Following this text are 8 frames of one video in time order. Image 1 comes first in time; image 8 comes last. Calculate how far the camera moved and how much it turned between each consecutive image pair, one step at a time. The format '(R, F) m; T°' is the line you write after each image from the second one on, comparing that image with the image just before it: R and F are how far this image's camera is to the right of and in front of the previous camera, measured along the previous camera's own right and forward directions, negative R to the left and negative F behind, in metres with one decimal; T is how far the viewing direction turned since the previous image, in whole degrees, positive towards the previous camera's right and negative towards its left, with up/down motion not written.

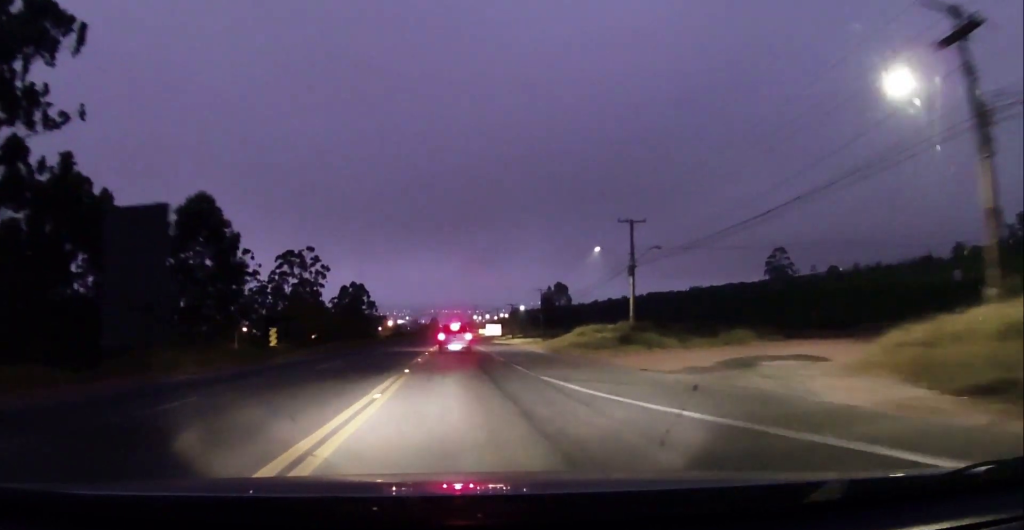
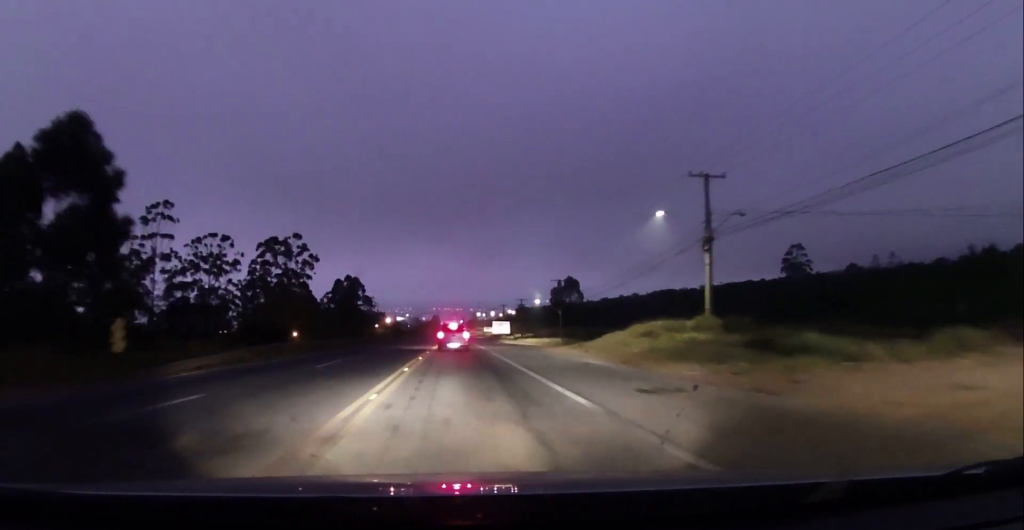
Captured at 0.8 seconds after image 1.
(+0.2, +16.6) m; +1°
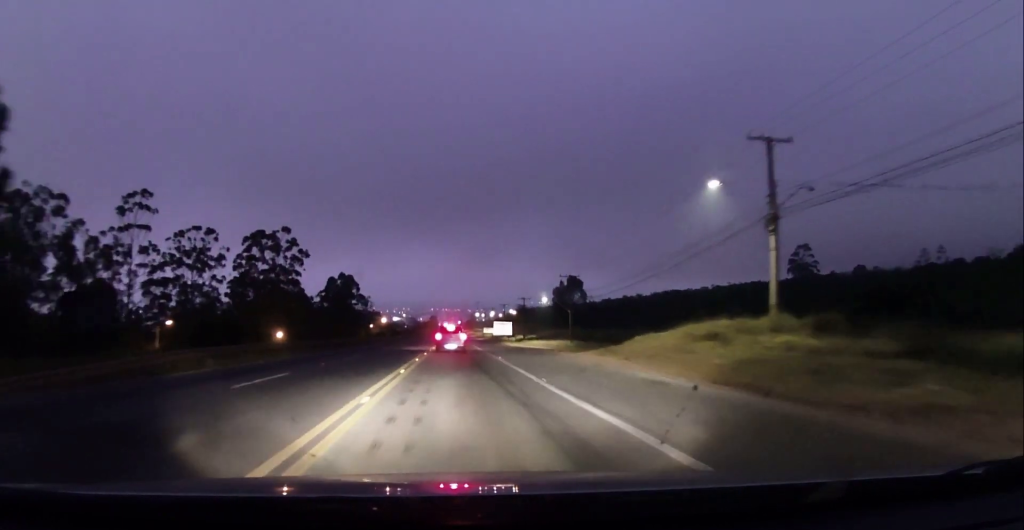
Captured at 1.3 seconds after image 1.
(0.0, +8.7) m; 0°
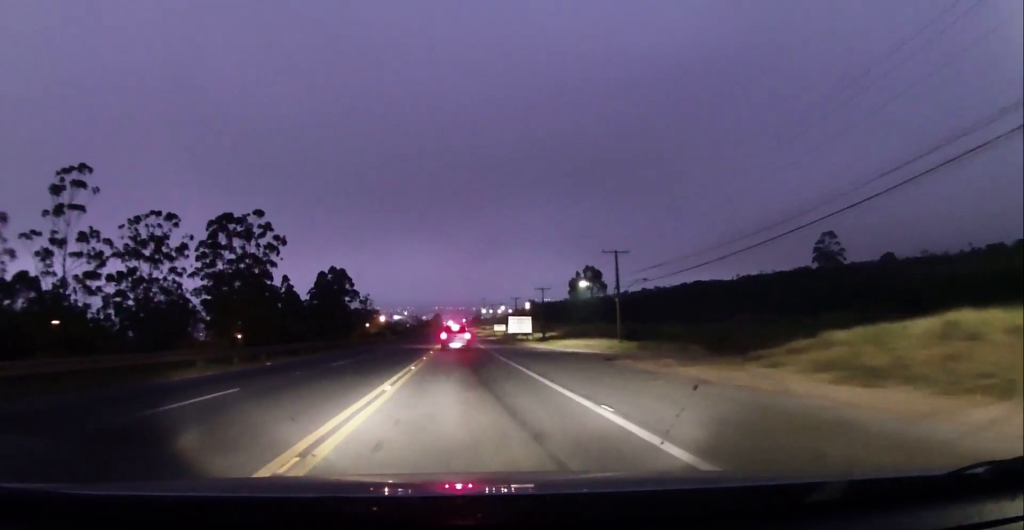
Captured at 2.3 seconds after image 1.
(-0.2, +21.5) m; -1°
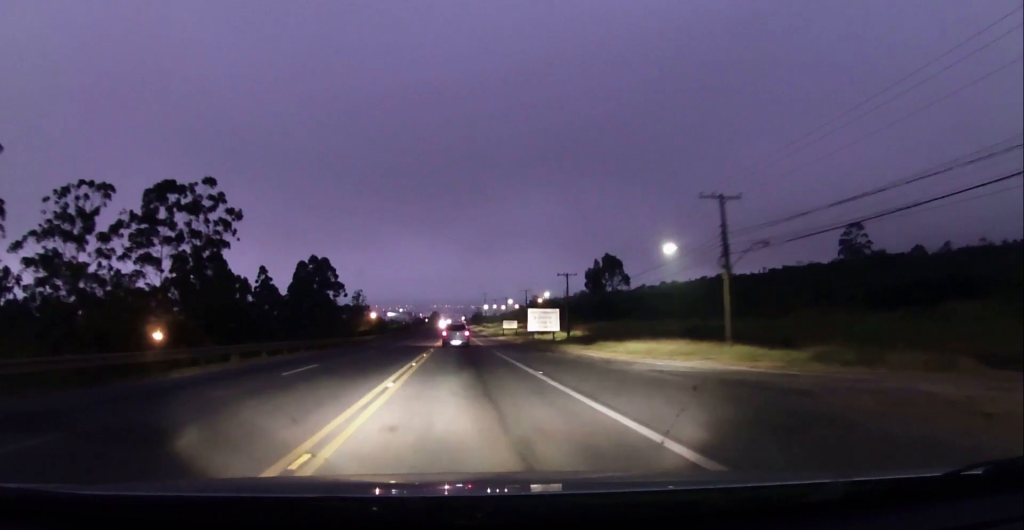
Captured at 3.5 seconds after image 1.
(-0.1, +23.8) m; 0°
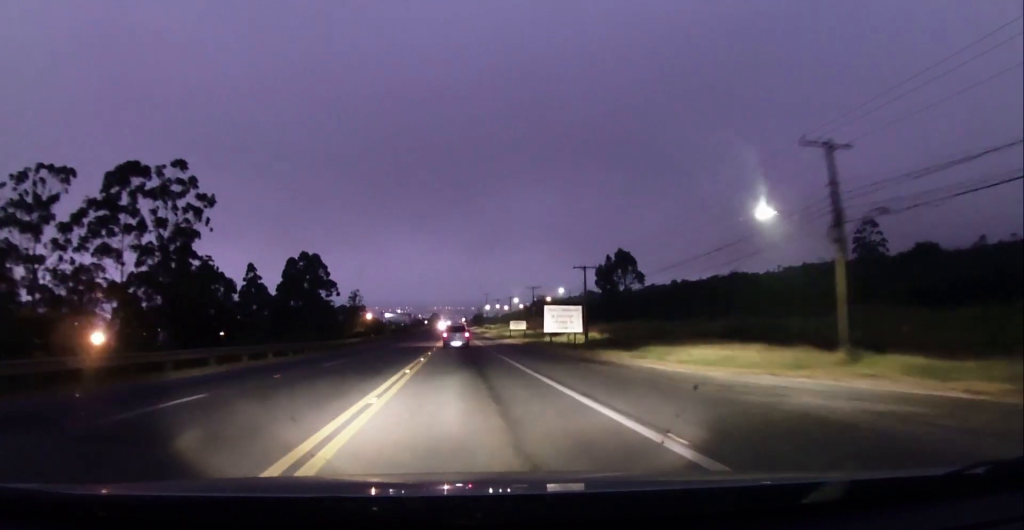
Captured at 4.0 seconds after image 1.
(0.0, +11.0) m; 0°
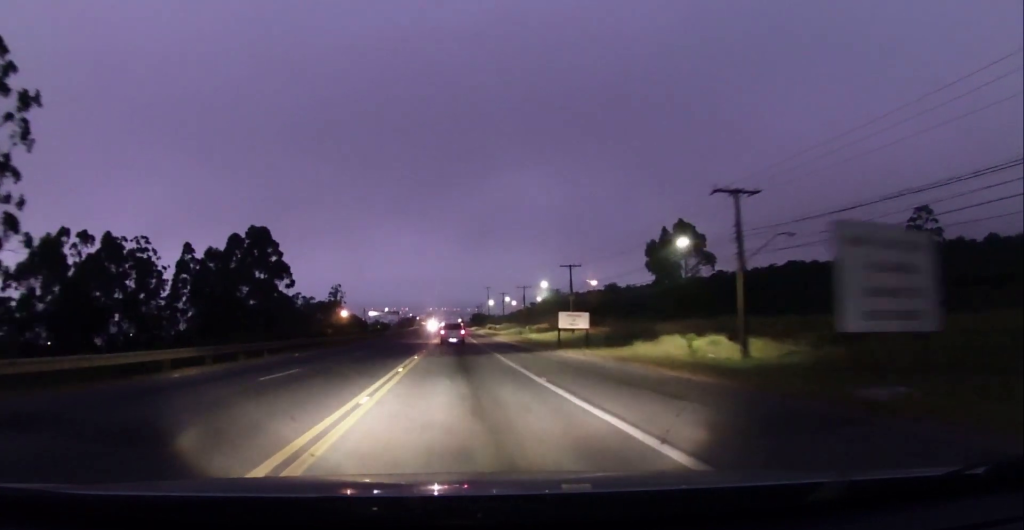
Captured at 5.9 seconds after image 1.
(+0.6, +39.8) m; +1°
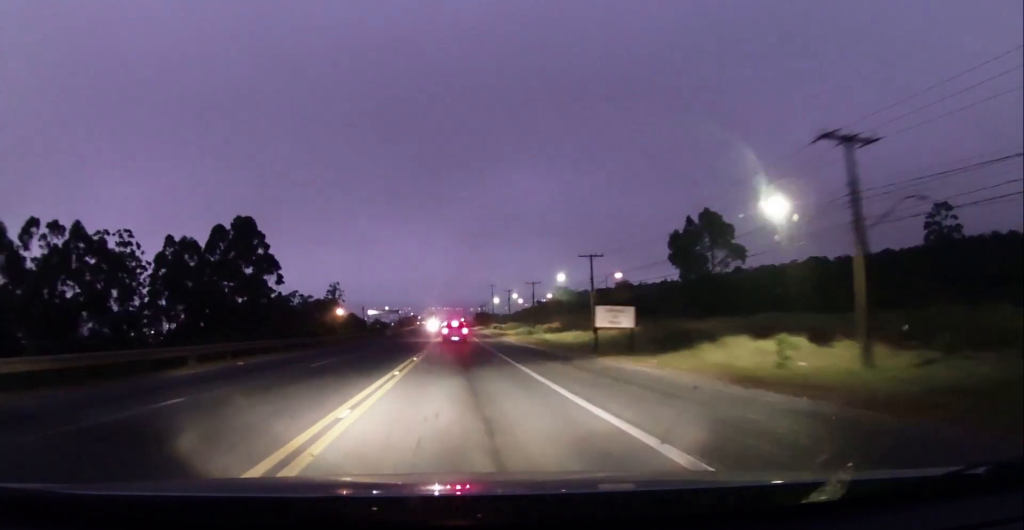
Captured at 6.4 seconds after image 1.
(-0.2, +10.0) m; 0°
